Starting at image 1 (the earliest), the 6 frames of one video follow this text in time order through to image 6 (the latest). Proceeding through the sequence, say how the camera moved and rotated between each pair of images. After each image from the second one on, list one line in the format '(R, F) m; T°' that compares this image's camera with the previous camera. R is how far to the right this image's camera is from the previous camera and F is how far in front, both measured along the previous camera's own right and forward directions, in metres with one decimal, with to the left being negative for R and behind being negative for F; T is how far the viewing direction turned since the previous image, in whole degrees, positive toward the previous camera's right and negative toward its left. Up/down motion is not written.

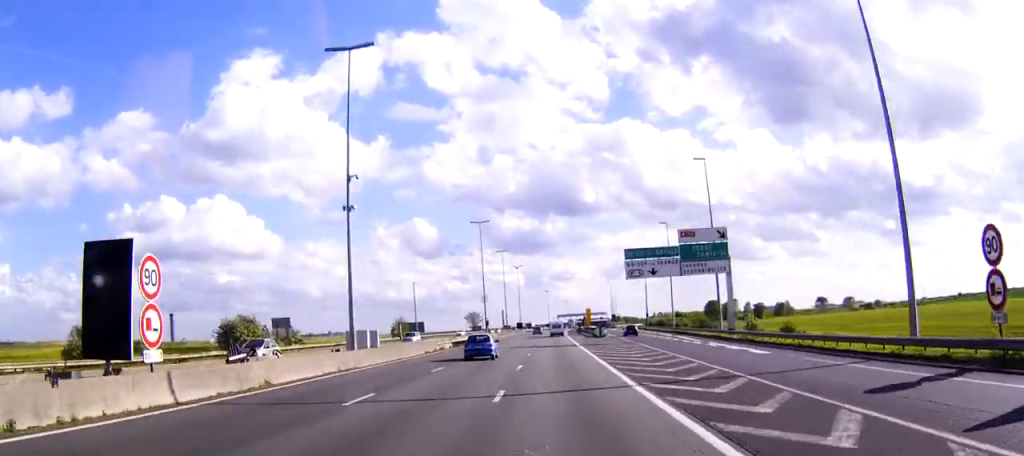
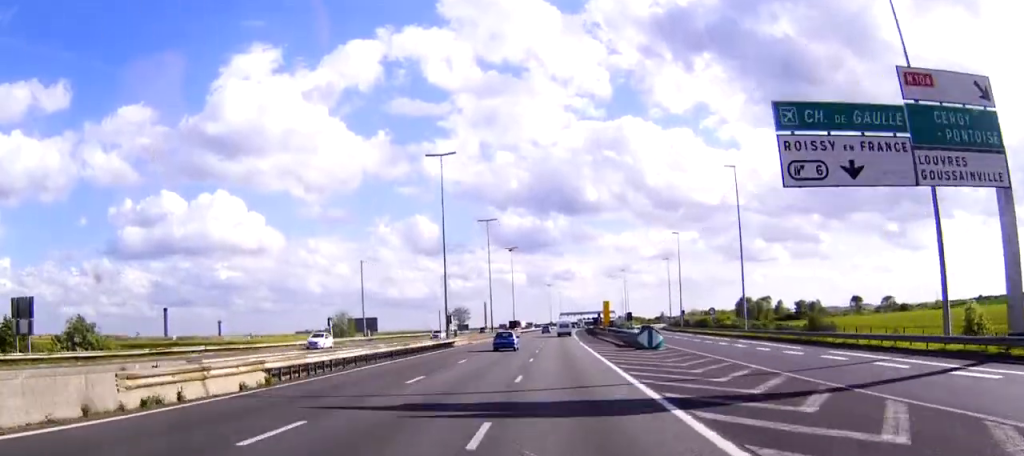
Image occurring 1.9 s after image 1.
(0.0, +45.8) m; 0°
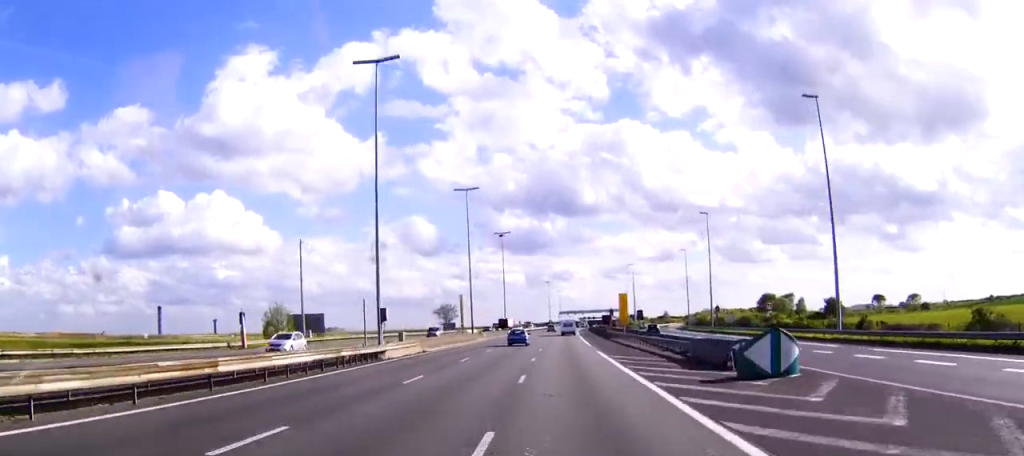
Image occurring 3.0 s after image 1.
(+0.1, +28.2) m; 0°
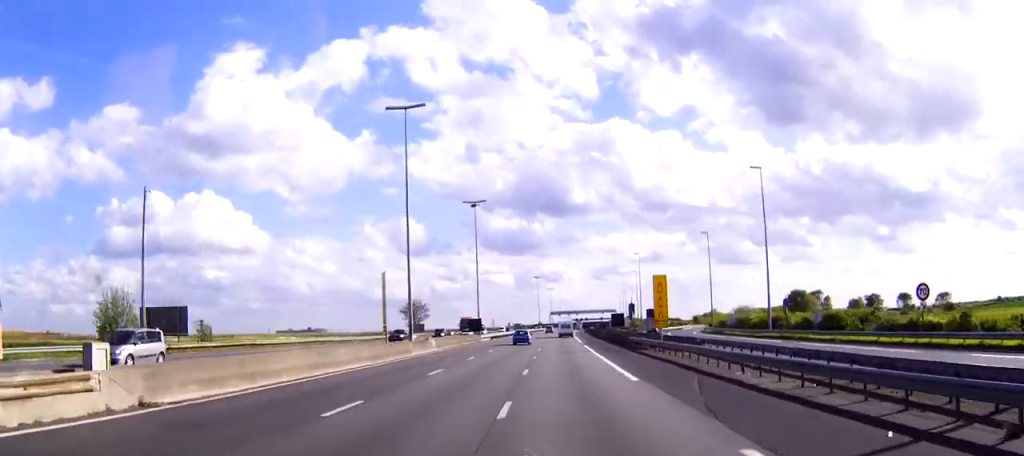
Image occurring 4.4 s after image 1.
(0.0, +34.6) m; 0°
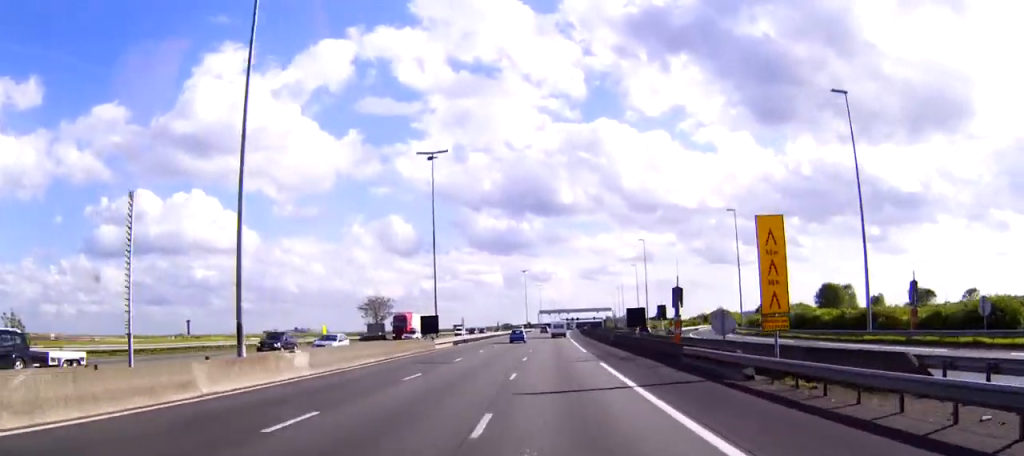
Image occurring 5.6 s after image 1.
(+0.2, +28.6) m; +1°
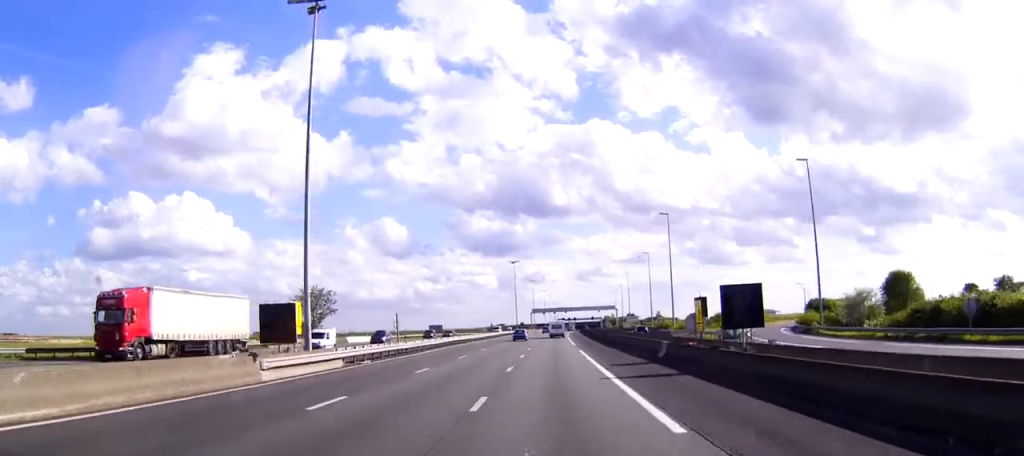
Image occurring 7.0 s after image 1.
(+0.2, +35.8) m; 0°
